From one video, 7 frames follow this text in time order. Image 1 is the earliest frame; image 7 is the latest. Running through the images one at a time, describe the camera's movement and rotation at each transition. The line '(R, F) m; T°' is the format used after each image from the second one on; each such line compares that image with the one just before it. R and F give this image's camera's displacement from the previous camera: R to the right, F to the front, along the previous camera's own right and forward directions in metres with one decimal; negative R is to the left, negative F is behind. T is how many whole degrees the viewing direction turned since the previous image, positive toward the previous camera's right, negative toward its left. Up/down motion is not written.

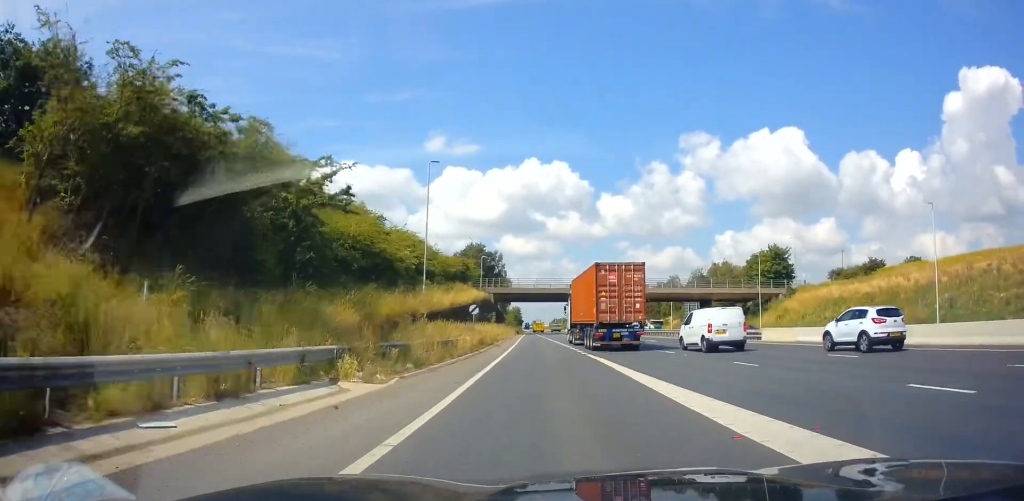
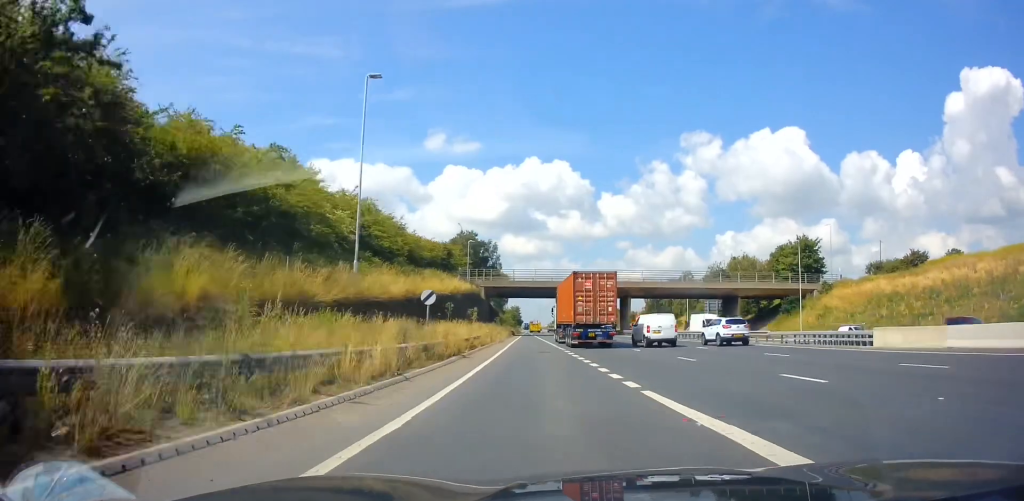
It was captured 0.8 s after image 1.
(0.0, +14.3) m; 0°
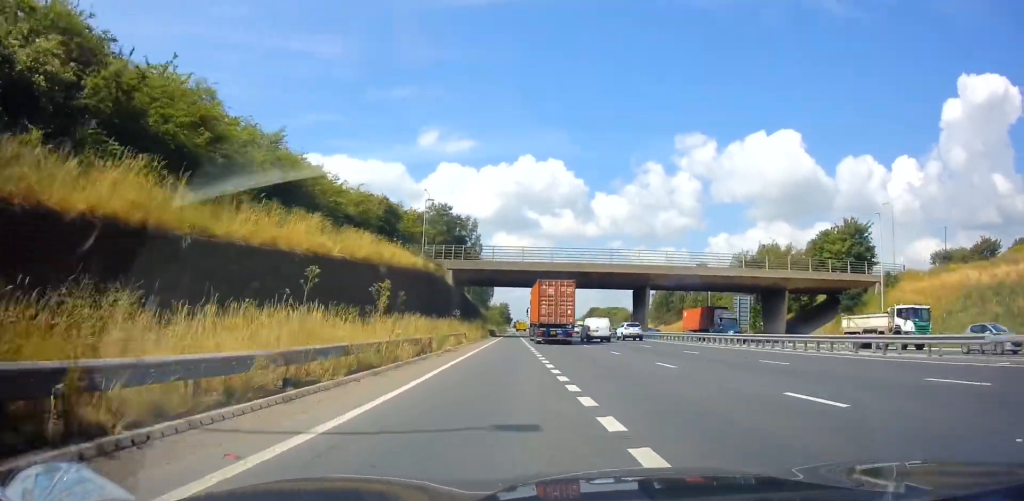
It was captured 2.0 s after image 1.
(0.0, +21.0) m; 0°
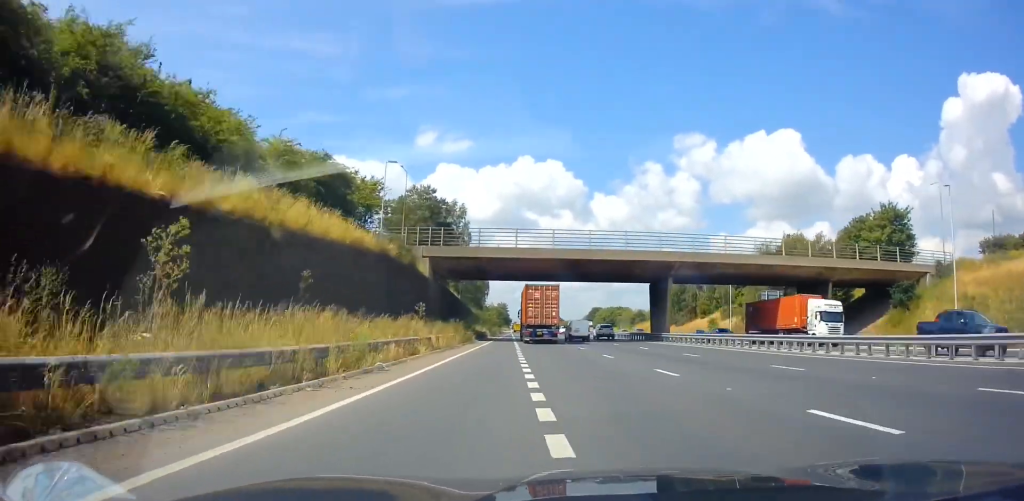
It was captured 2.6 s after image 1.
(0.0, +11.4) m; 0°
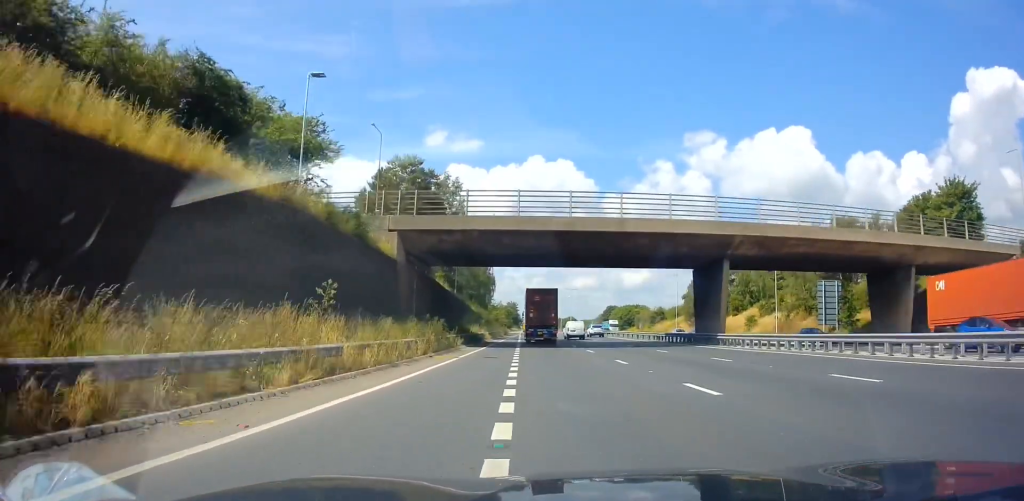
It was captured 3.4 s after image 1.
(0.0, +13.9) m; -1°
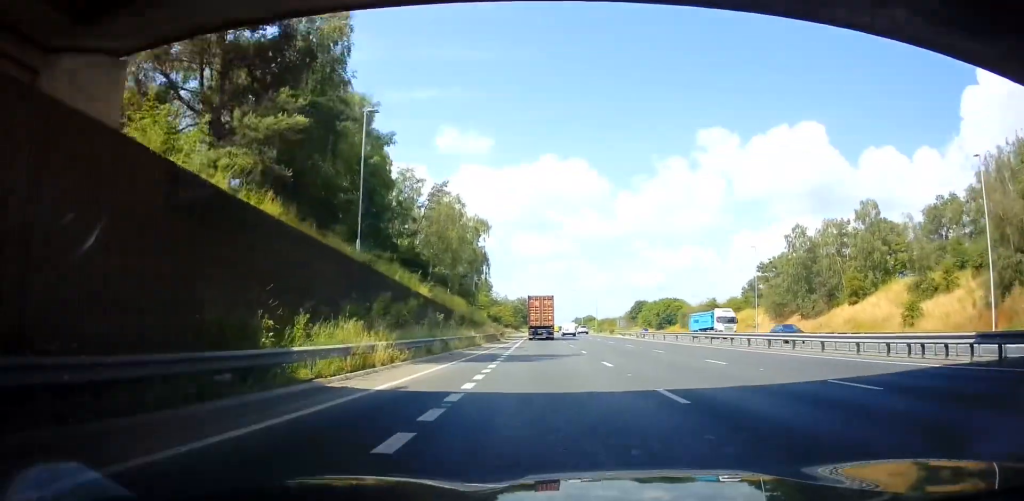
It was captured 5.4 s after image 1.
(-0.2, +36.9) m; 0°
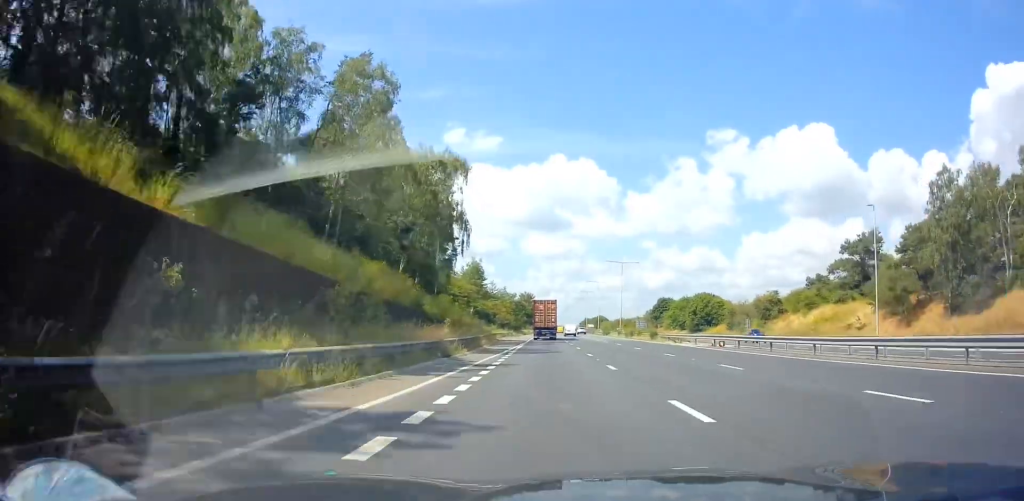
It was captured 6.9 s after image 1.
(-0.4, +28.9) m; -1°
